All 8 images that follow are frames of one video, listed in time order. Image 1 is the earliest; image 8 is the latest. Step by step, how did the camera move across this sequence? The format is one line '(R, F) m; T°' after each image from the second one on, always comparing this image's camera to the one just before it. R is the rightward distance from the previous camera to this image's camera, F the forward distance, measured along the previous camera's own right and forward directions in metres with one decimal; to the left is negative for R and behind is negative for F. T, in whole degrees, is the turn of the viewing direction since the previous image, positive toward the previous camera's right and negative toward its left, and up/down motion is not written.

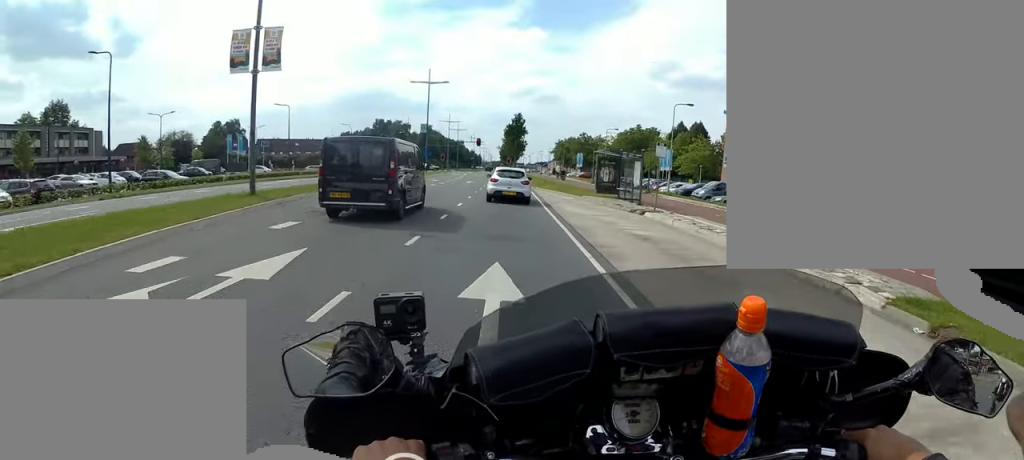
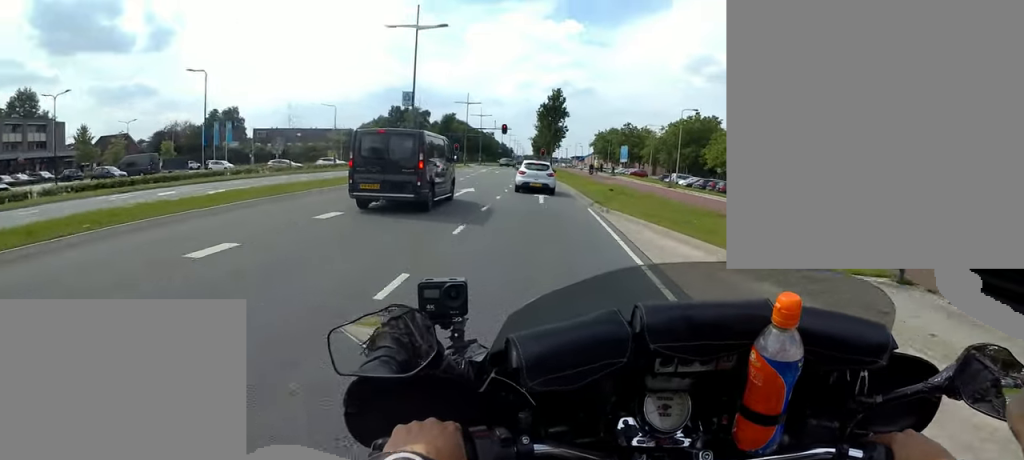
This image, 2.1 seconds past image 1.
(0.0, +19.3) m; -7°
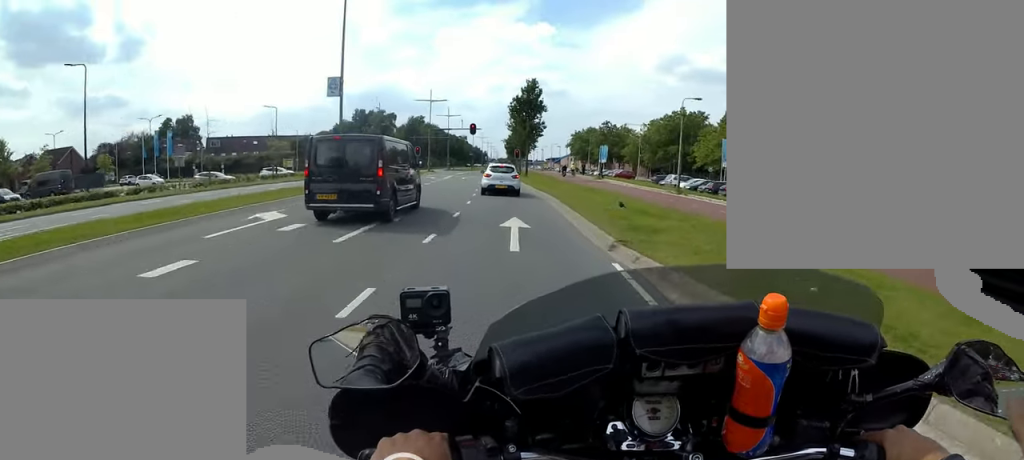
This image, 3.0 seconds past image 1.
(-0.2, +8.2) m; +5°
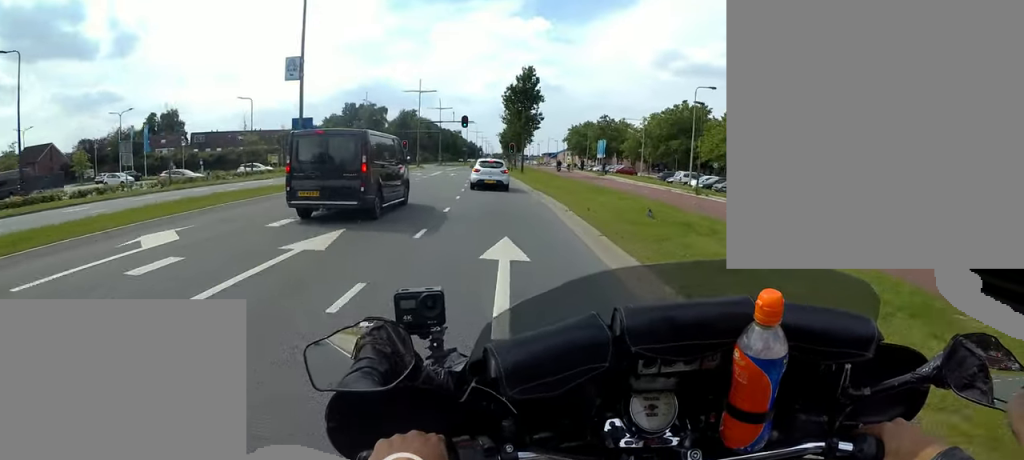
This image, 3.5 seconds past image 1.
(+0.2, +4.1) m; +2°
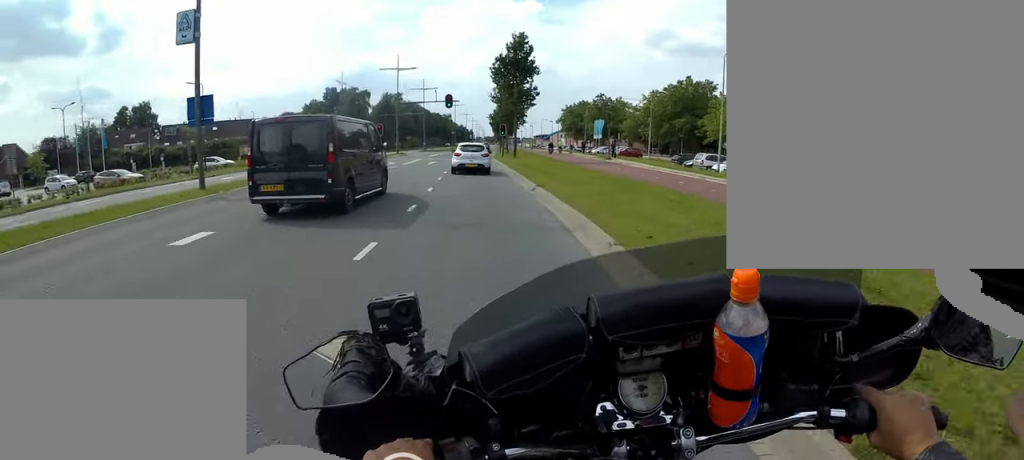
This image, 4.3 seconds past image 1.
(+0.9, +6.9) m; 0°
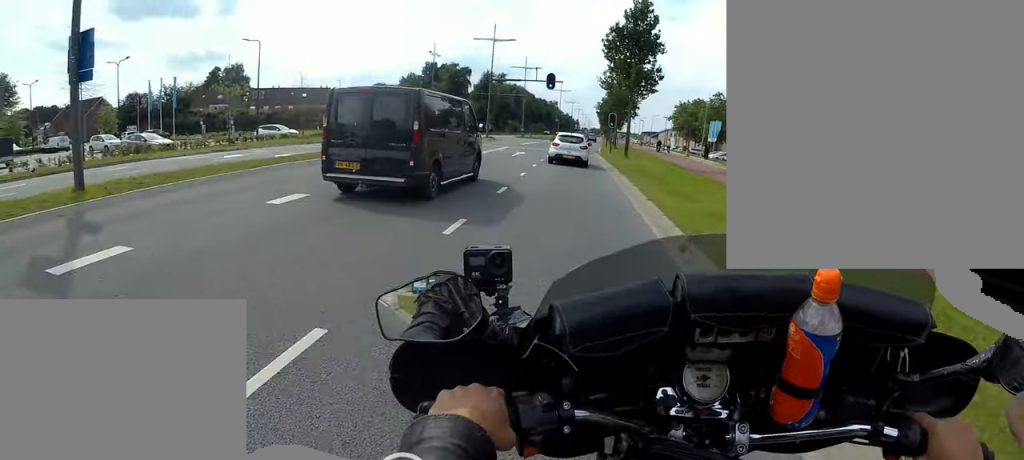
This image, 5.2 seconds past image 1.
(-1.1, +8.1) m; -8°
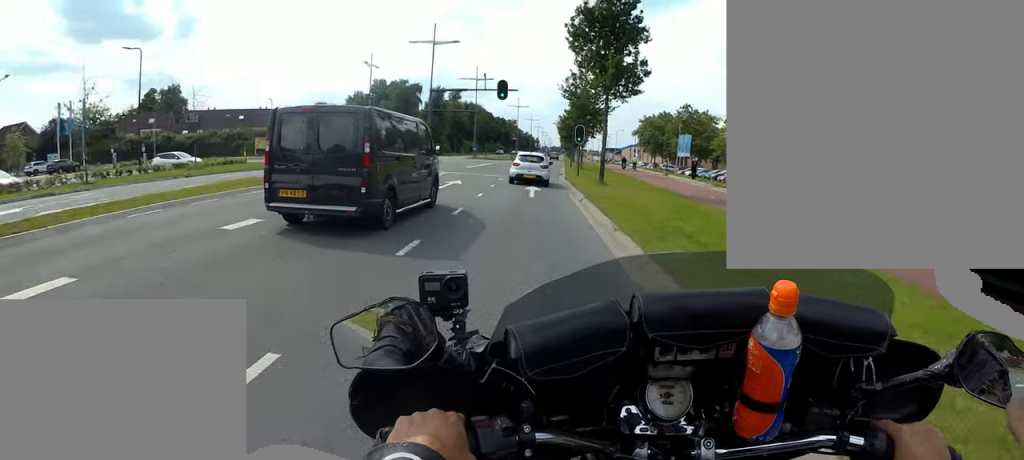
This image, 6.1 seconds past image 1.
(-0.1, +8.4) m; +6°
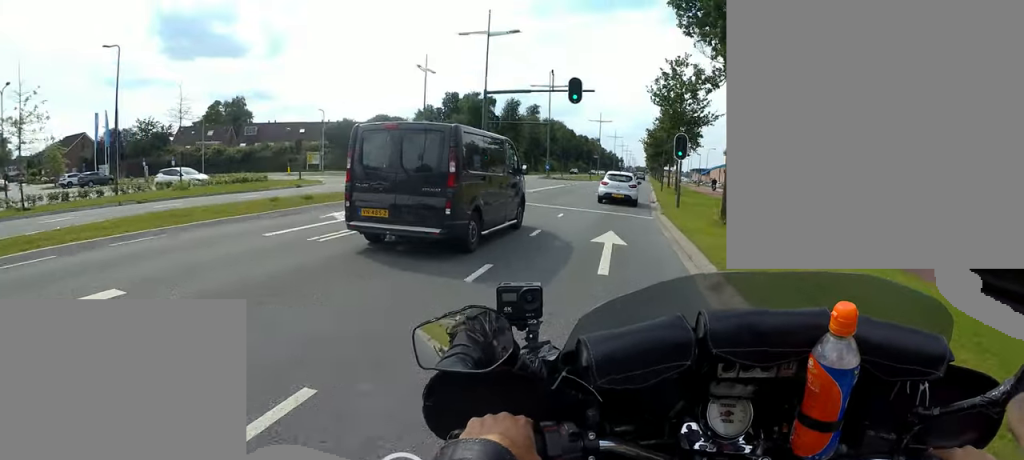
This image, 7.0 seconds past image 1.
(+1.0, +8.7) m; +1°
